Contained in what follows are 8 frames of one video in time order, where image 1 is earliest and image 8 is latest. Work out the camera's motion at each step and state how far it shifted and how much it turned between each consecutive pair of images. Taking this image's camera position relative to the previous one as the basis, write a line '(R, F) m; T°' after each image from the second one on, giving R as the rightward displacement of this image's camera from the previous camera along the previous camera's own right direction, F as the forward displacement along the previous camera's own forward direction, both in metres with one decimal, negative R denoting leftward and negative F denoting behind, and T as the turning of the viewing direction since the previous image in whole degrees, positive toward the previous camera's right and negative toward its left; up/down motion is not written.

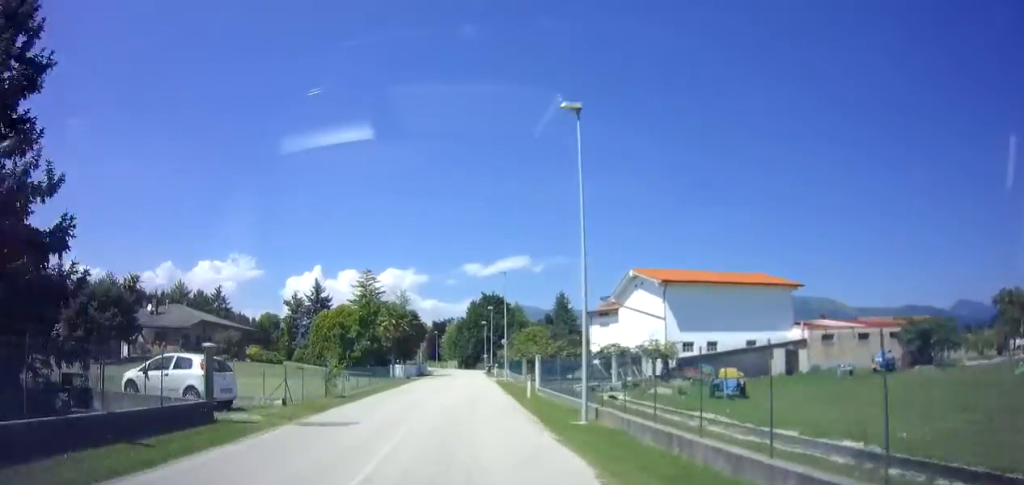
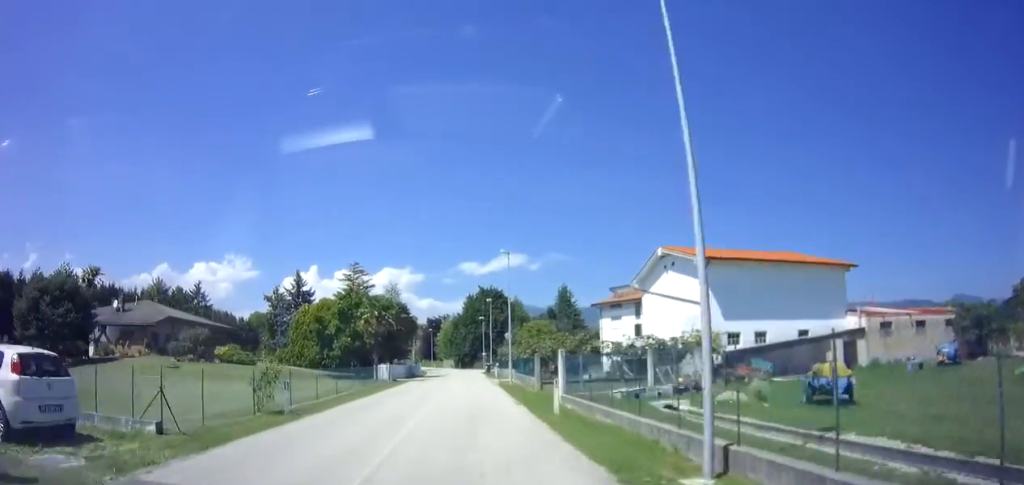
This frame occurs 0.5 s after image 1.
(0.0, +6.6) m; 0°
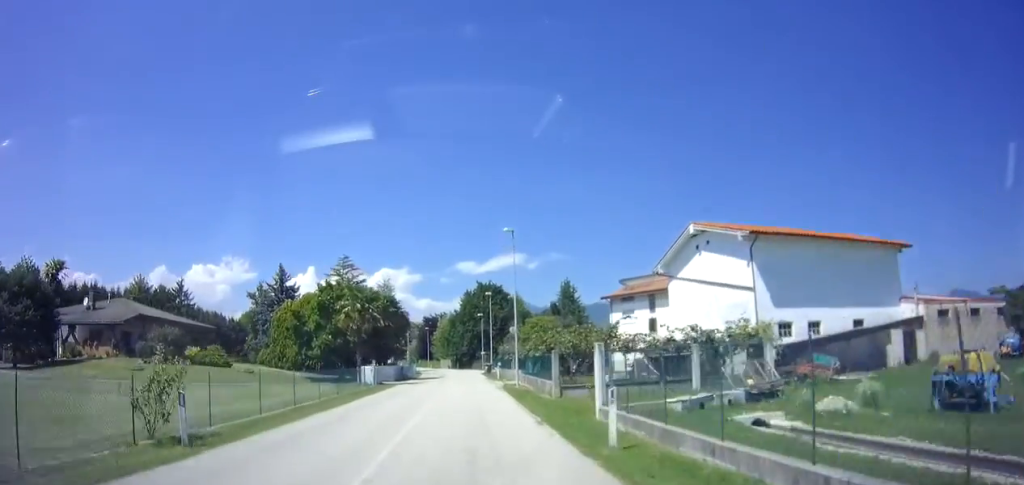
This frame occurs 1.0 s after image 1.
(0.0, +5.2) m; 0°
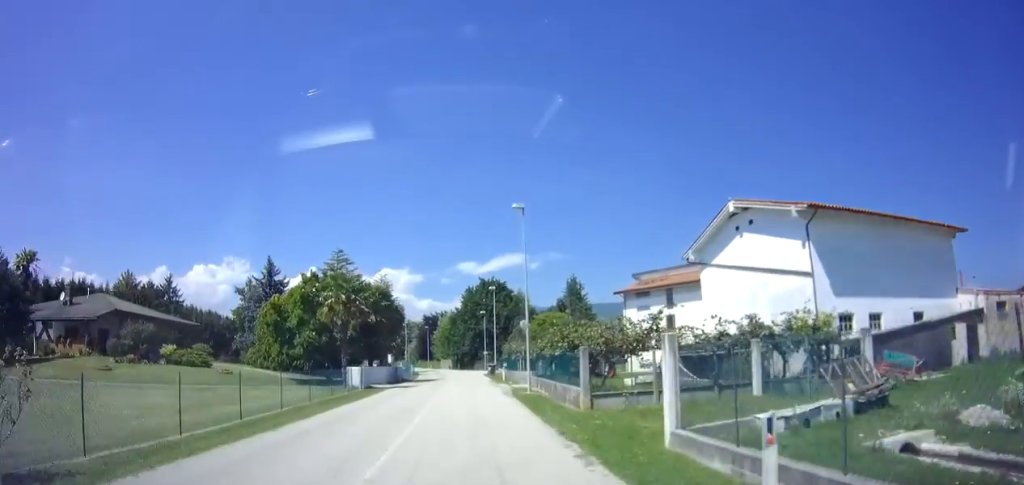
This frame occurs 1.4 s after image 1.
(0.0, +4.6) m; 0°
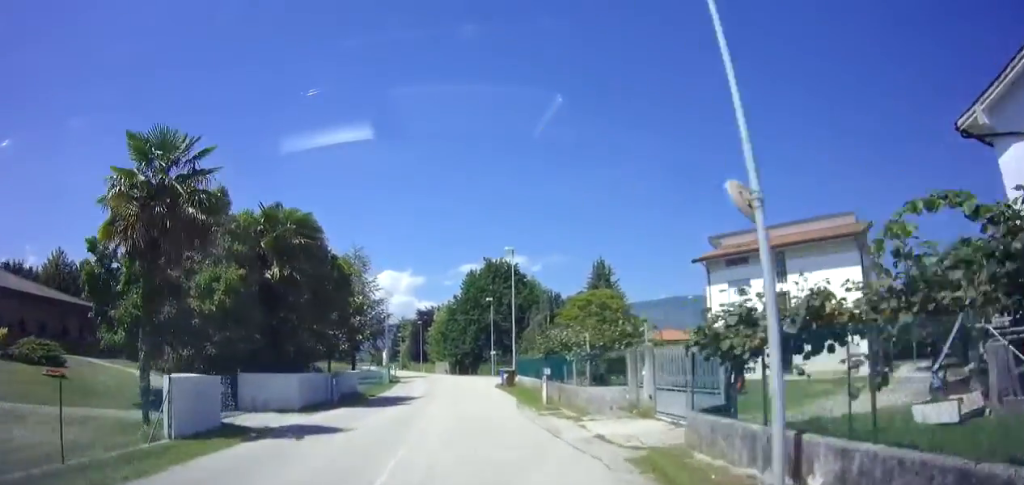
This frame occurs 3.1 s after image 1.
(+0.2, +18.3) m; +1°
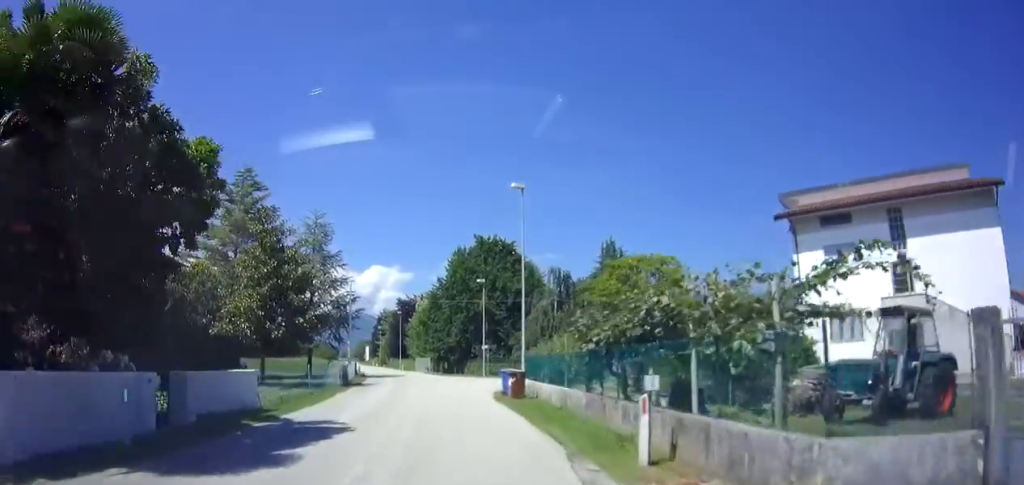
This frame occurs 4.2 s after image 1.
(0.0, +11.0) m; 0°
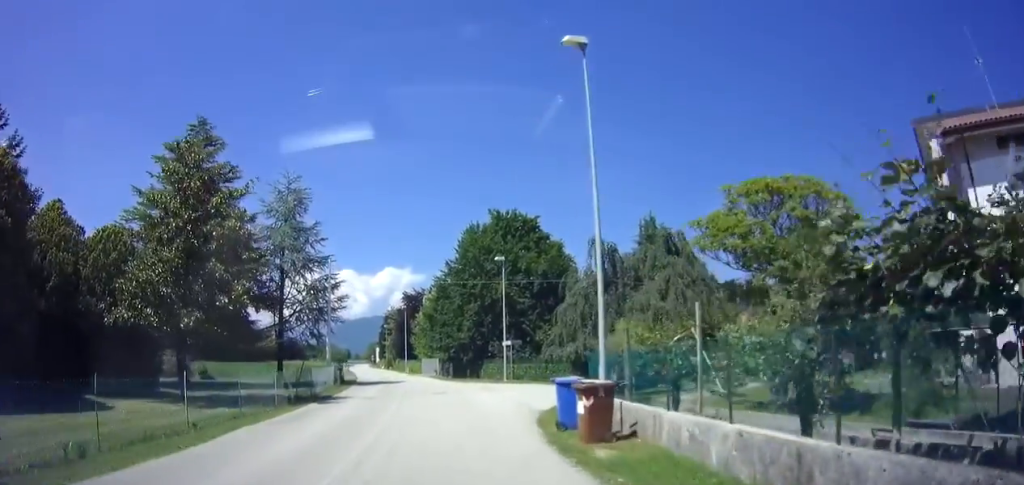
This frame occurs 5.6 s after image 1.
(0.0, +10.2) m; 0°
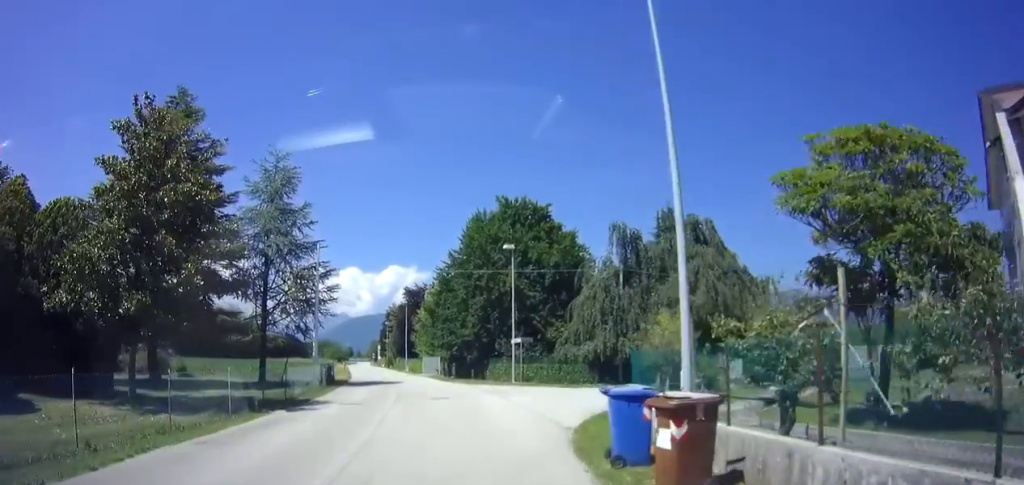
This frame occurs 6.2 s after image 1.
(0.0, +3.8) m; 0°
